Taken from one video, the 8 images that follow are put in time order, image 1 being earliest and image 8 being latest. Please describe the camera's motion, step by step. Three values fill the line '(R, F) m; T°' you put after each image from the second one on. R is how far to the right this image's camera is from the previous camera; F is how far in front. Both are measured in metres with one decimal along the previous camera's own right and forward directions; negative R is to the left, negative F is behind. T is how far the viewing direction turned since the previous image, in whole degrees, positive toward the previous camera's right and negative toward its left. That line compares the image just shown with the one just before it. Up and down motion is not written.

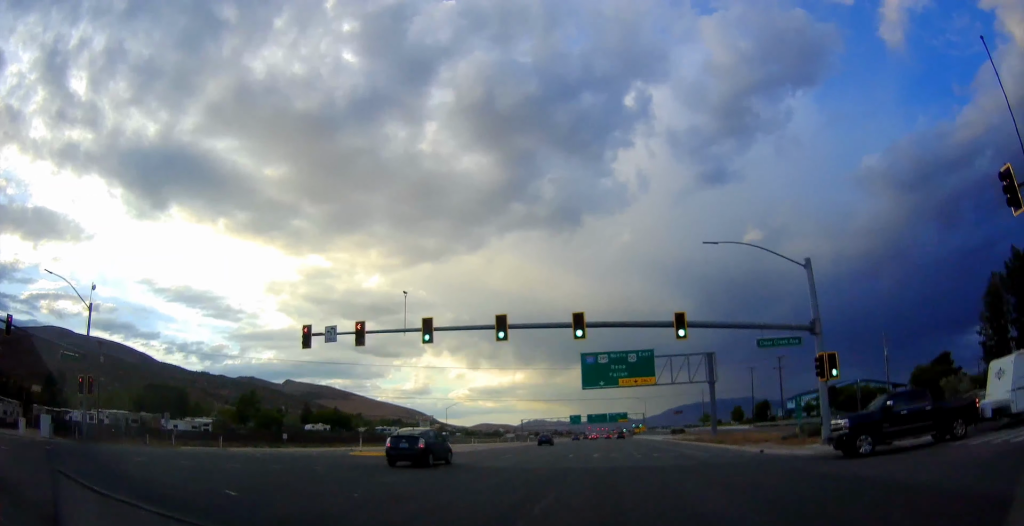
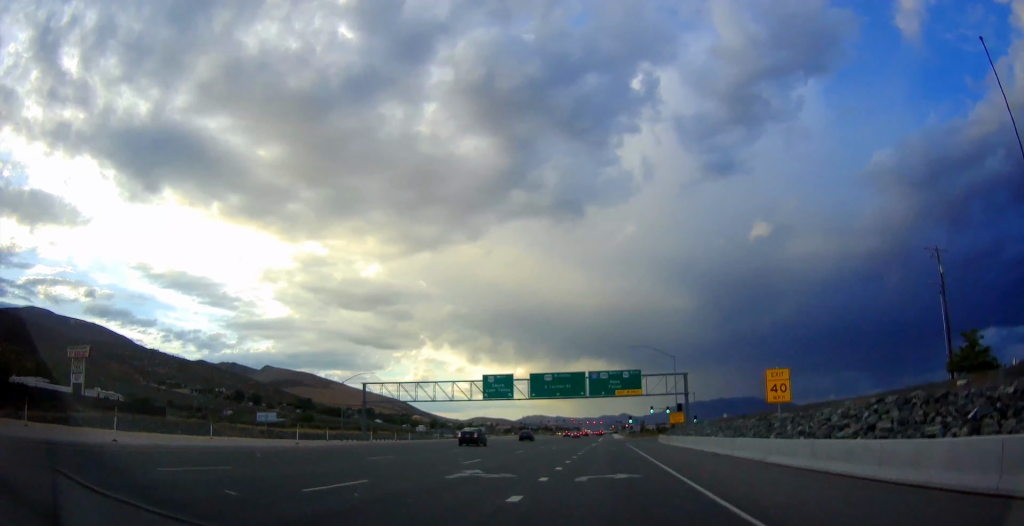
(+3.7, +159.2) m; +14°
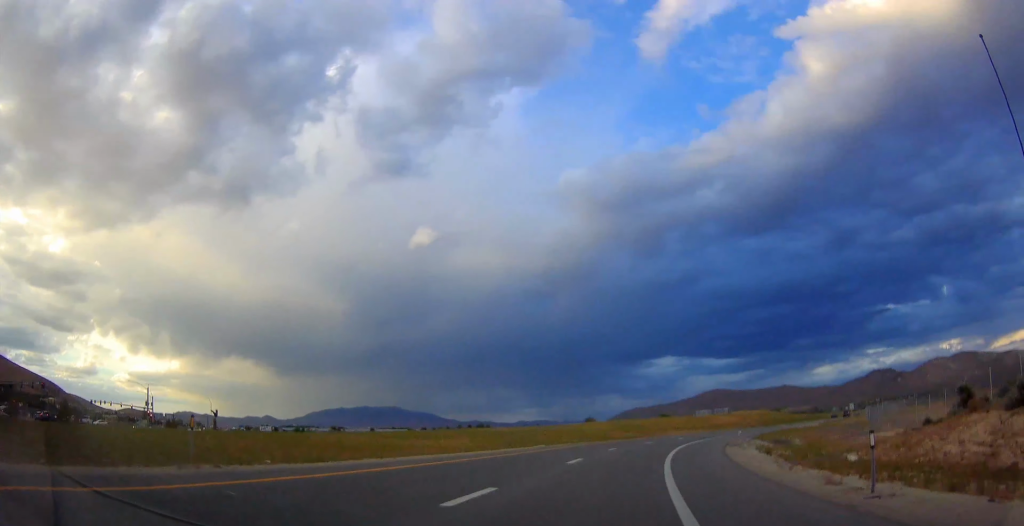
(+39.7, +155.7) m; +31°
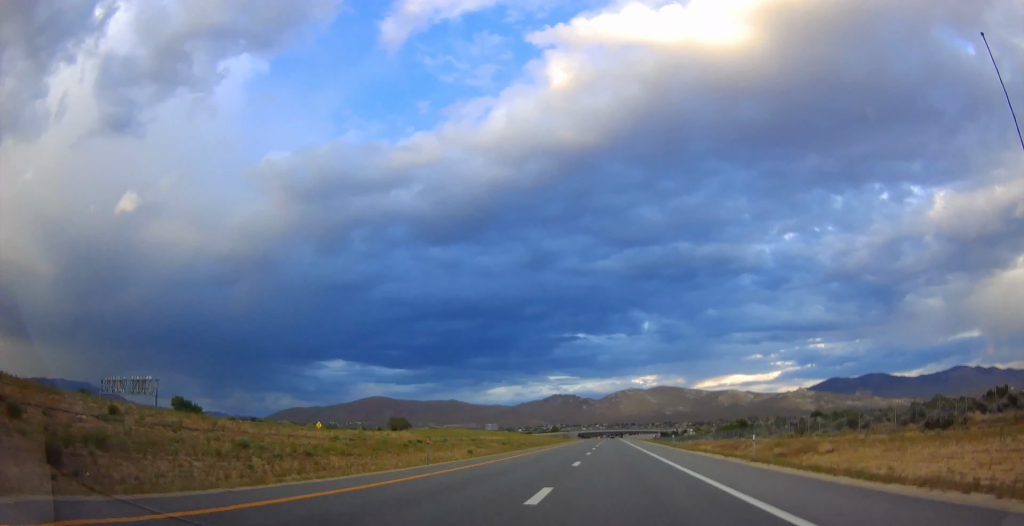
(+62.5, +226.2) m; +20°
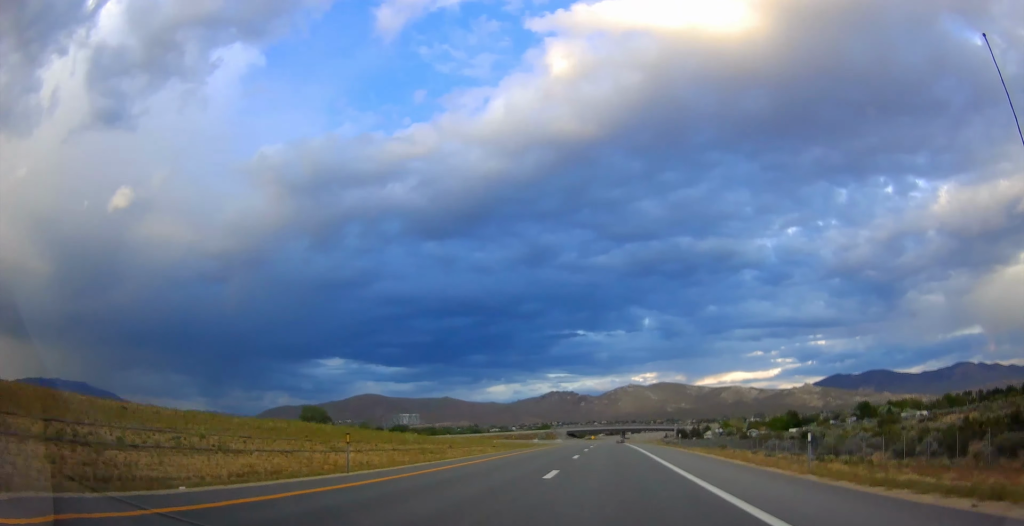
(-0.5, +132.9) m; +1°
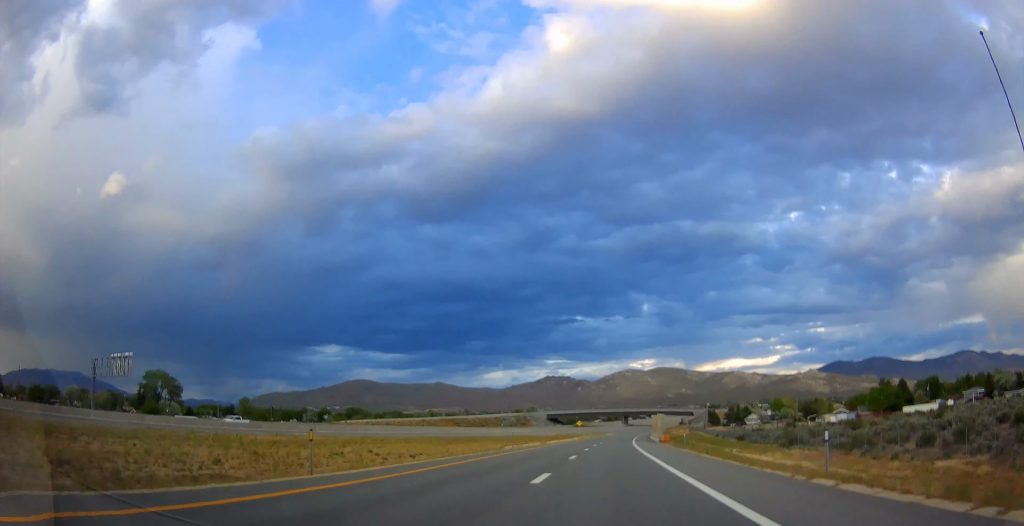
(+2.2, +126.0) m; +2°
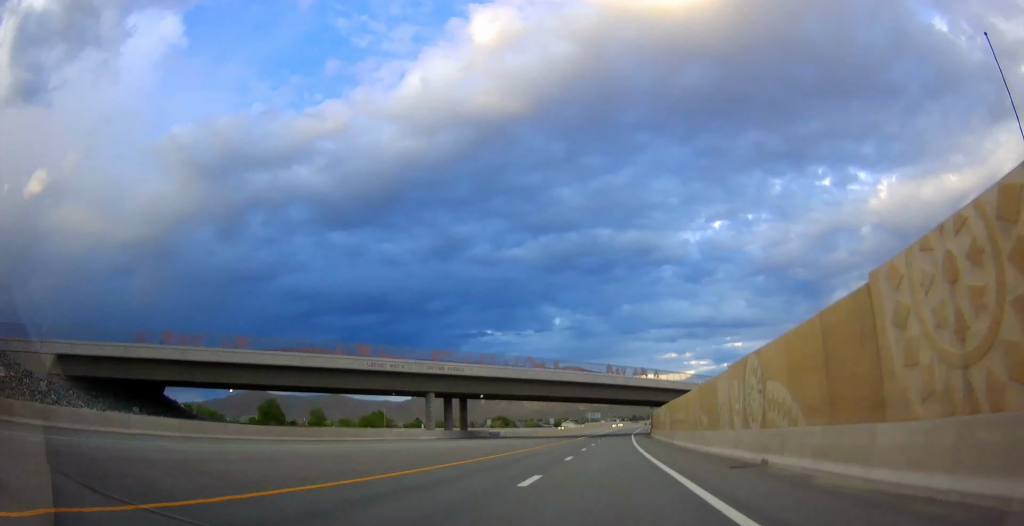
(+14.6, +258.8) m; +7°
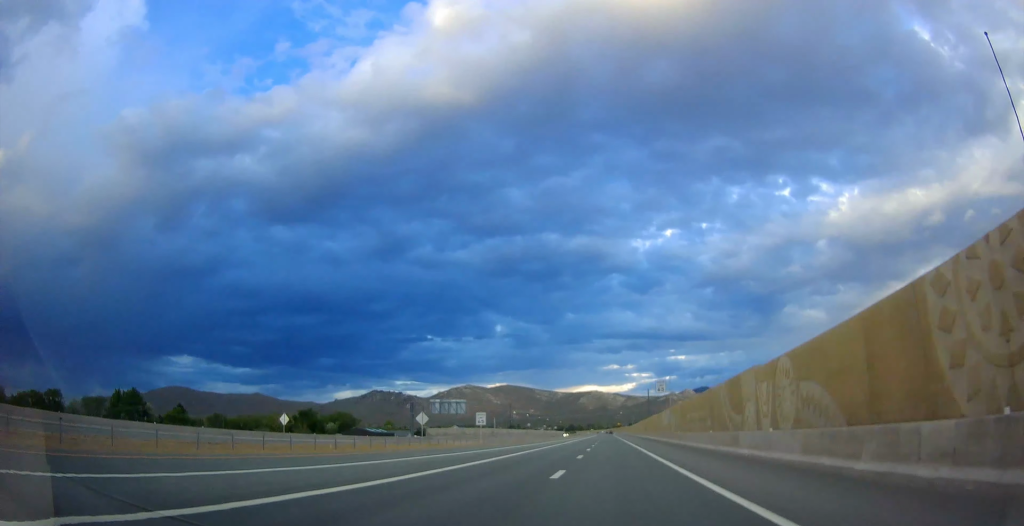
(+10.6, +226.6) m; +4°
